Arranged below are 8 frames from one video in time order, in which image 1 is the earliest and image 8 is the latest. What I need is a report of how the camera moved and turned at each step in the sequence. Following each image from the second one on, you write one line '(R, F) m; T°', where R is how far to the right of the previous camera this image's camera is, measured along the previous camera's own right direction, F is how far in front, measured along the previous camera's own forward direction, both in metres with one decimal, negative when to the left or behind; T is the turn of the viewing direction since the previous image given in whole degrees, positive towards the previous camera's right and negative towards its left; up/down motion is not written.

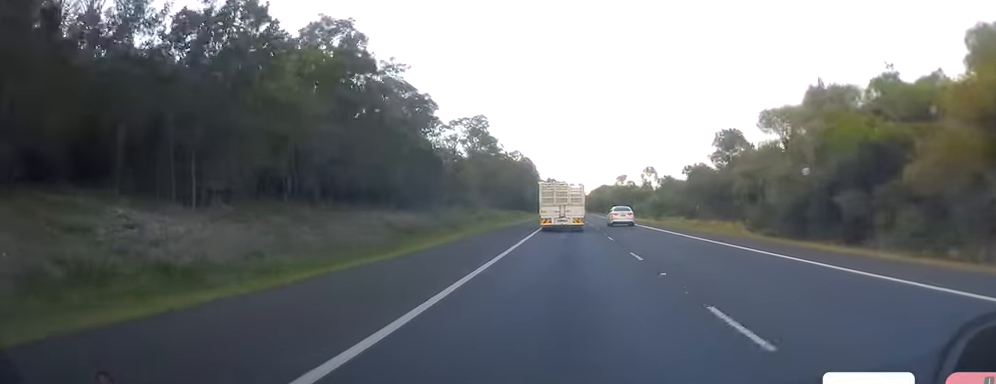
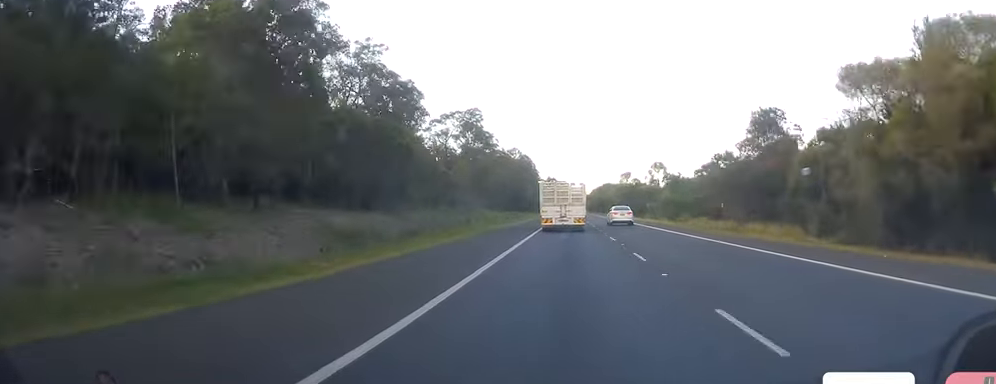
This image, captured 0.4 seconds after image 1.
(+0.3, +12.3) m; 0°
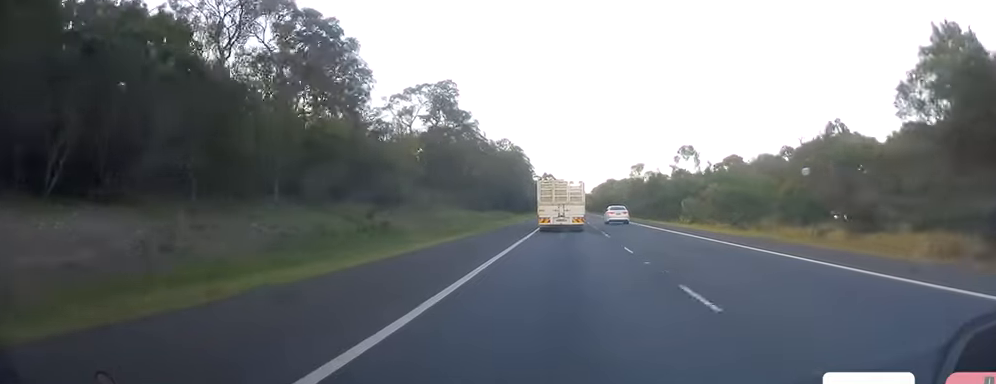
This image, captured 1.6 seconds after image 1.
(+0.4, +32.9) m; 0°
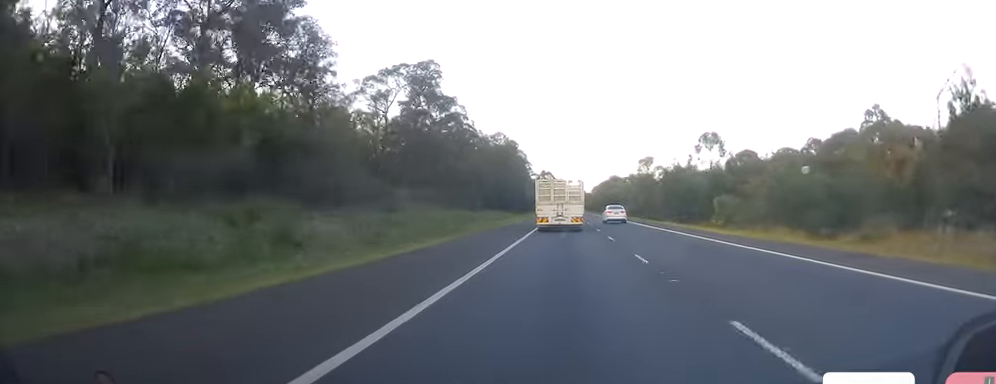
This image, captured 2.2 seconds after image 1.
(-0.1, +15.9) m; 0°
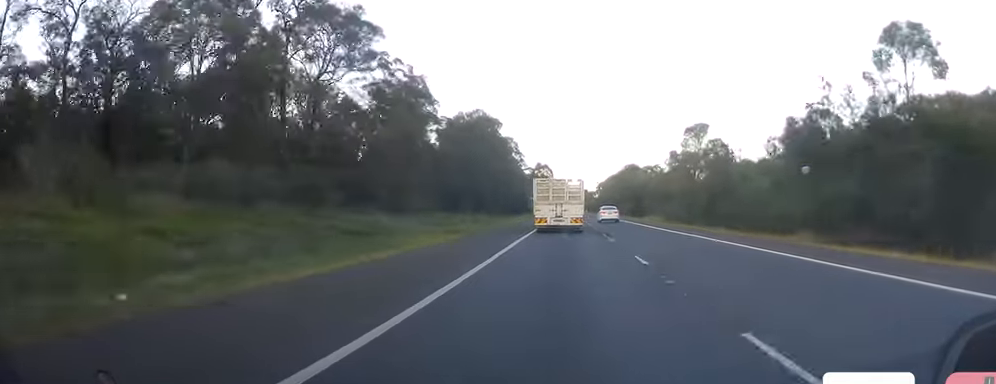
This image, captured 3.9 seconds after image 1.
(-1.4, +48.4) m; -2°
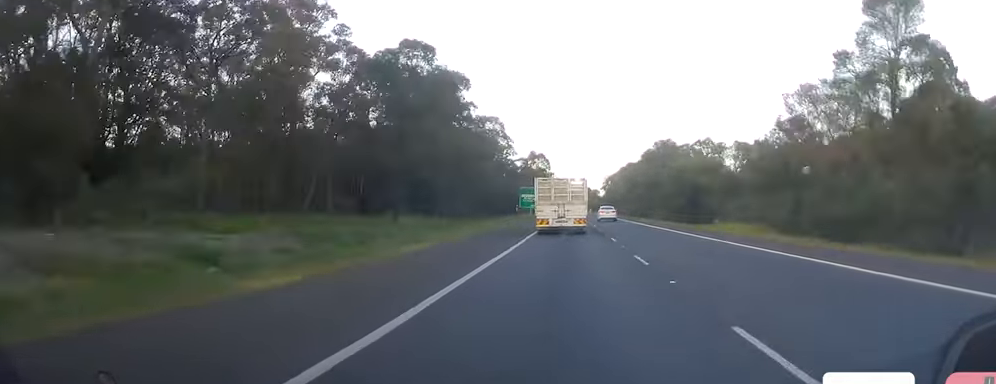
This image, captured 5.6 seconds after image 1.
(+0.8, +47.4) m; +1°
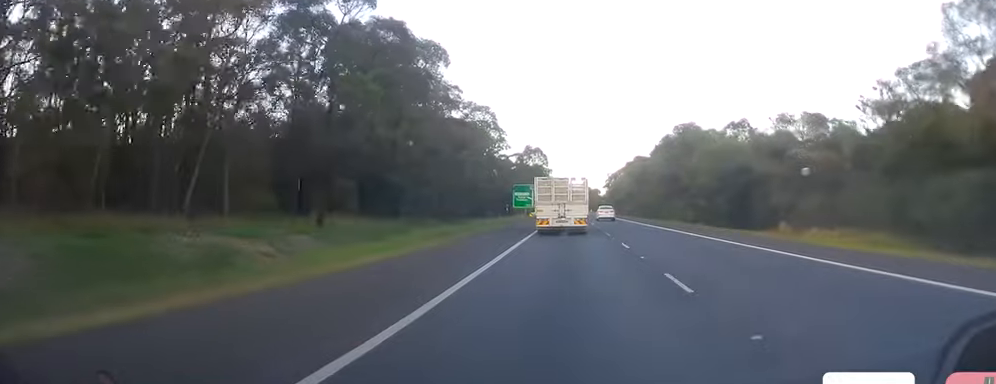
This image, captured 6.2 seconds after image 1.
(-0.1, +17.7) m; 0°
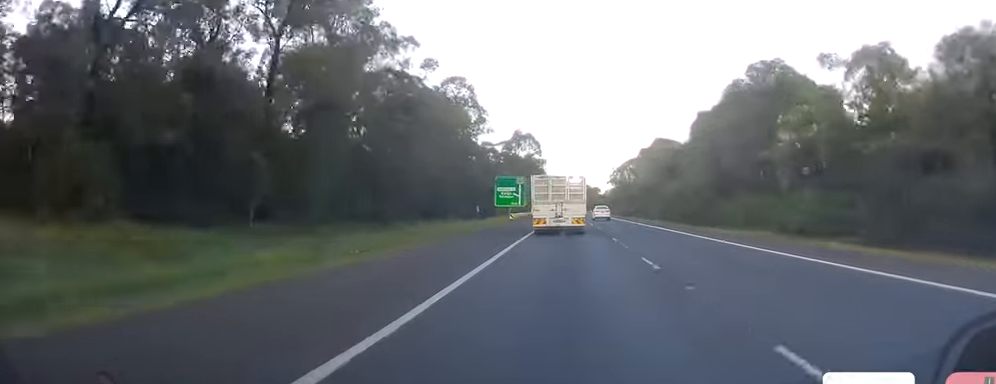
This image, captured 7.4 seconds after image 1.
(+0.3, +31.5) m; +1°
